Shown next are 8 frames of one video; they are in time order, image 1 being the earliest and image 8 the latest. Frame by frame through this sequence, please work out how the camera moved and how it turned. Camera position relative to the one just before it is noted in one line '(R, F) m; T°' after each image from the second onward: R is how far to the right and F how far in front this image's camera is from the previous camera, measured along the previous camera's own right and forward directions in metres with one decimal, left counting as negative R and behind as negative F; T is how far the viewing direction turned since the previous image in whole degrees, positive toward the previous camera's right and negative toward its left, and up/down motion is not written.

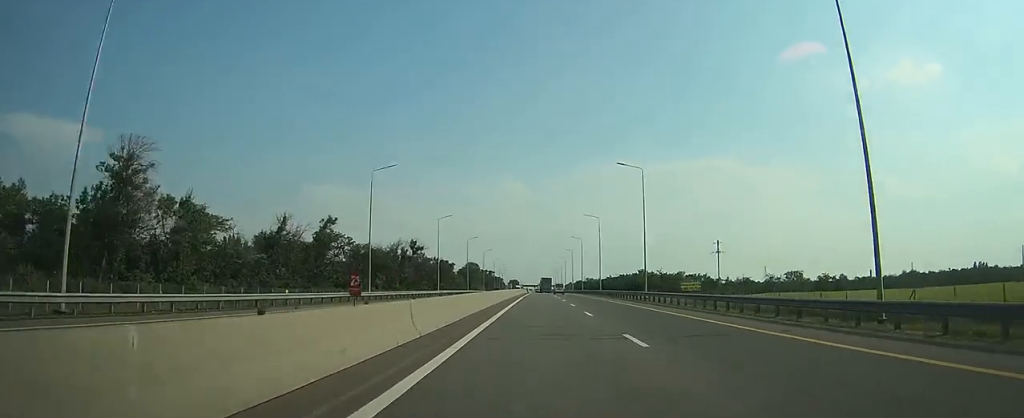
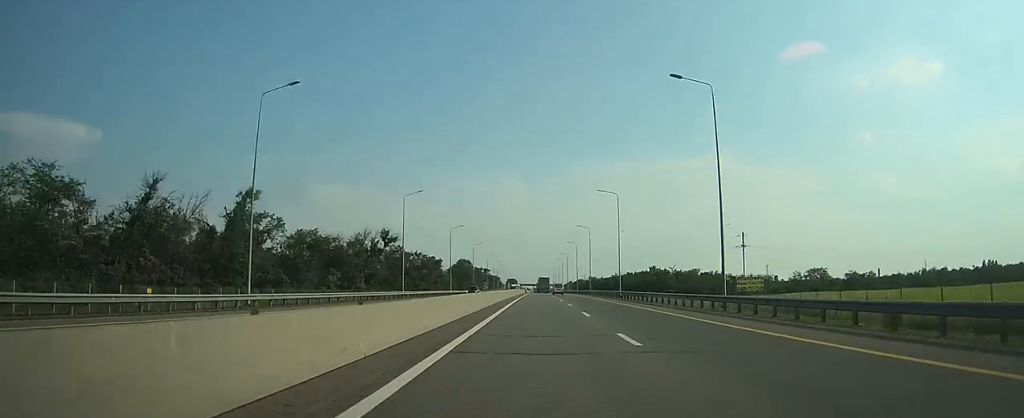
(0.0, +24.3) m; 0°
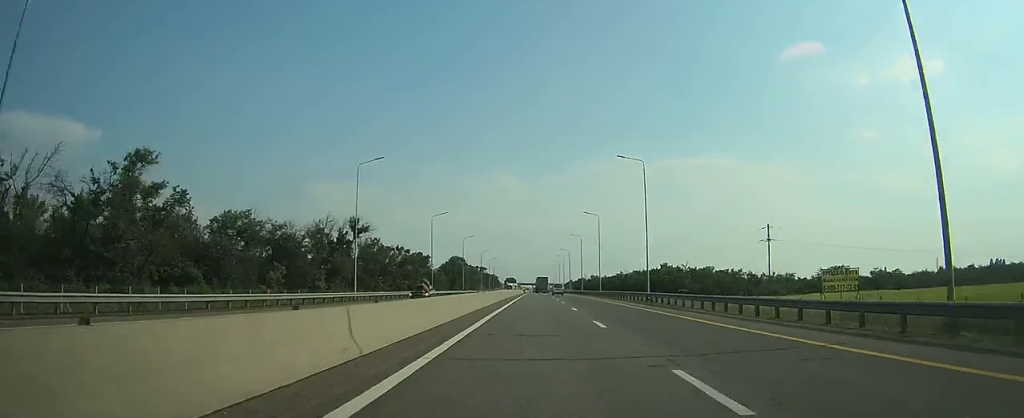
(+0.1, +18.8) m; 0°
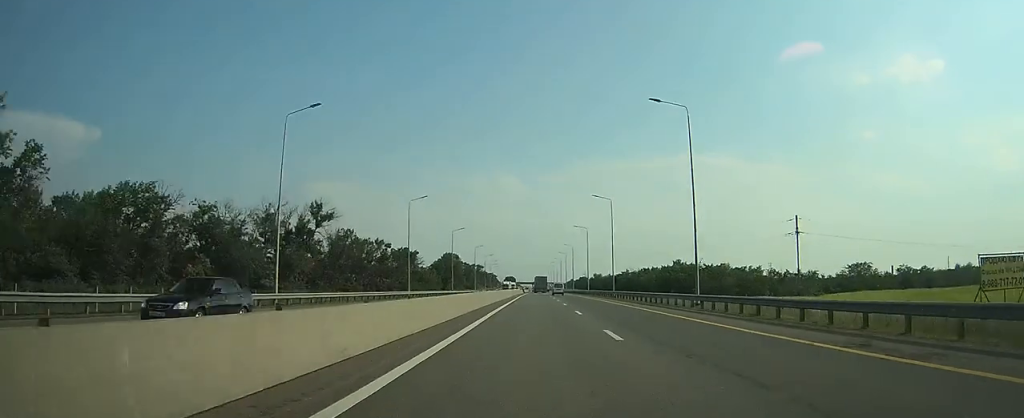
(0.0, +16.6) m; 0°
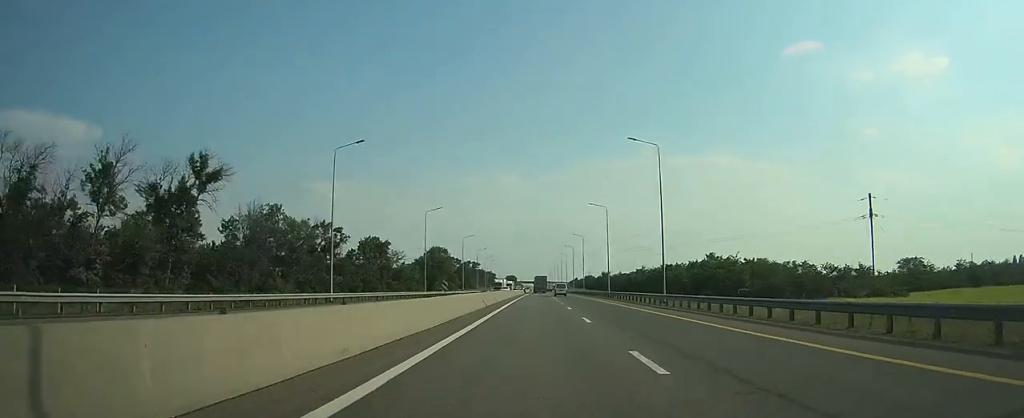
(-0.1, +29.7) m; 0°
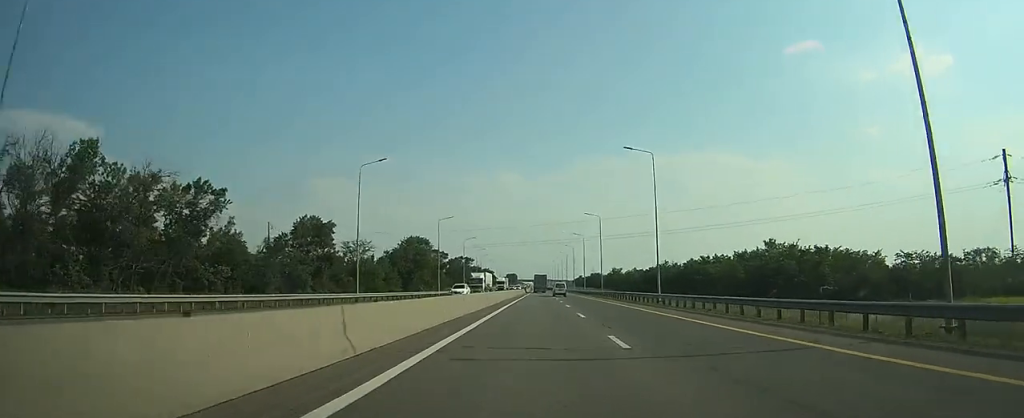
(0.0, +33.2) m; 0°
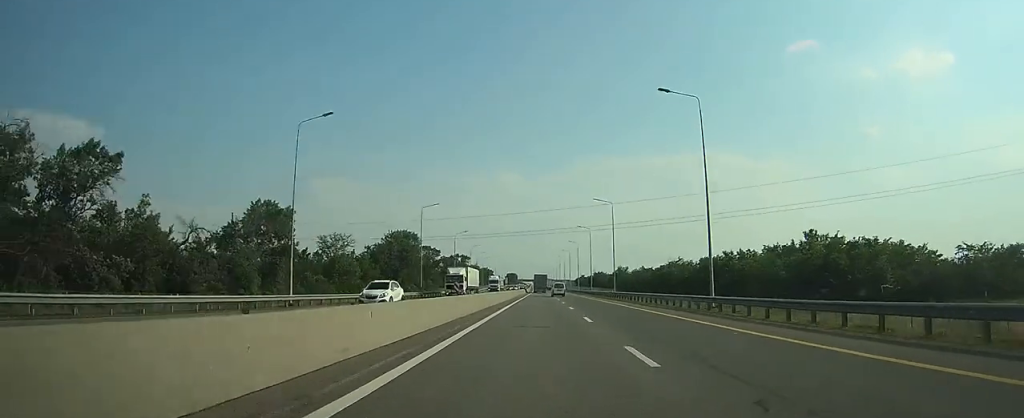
(0.0, +15.0) m; 0°
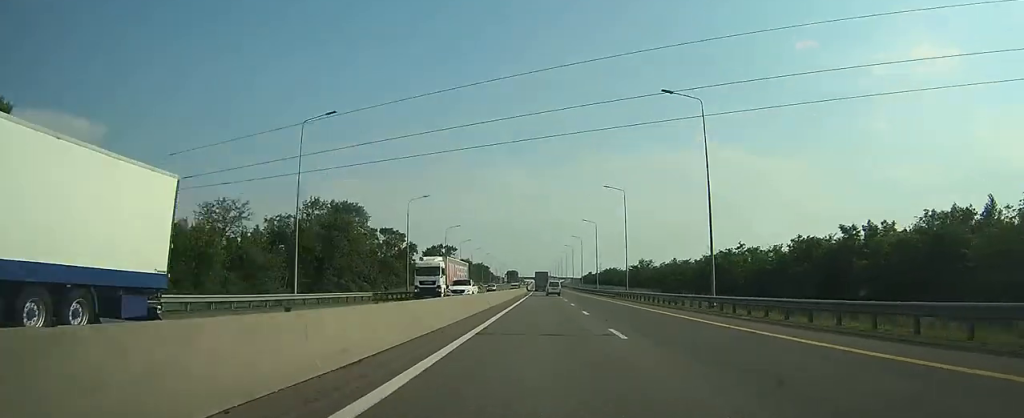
(0.0, +43.6) m; 0°
